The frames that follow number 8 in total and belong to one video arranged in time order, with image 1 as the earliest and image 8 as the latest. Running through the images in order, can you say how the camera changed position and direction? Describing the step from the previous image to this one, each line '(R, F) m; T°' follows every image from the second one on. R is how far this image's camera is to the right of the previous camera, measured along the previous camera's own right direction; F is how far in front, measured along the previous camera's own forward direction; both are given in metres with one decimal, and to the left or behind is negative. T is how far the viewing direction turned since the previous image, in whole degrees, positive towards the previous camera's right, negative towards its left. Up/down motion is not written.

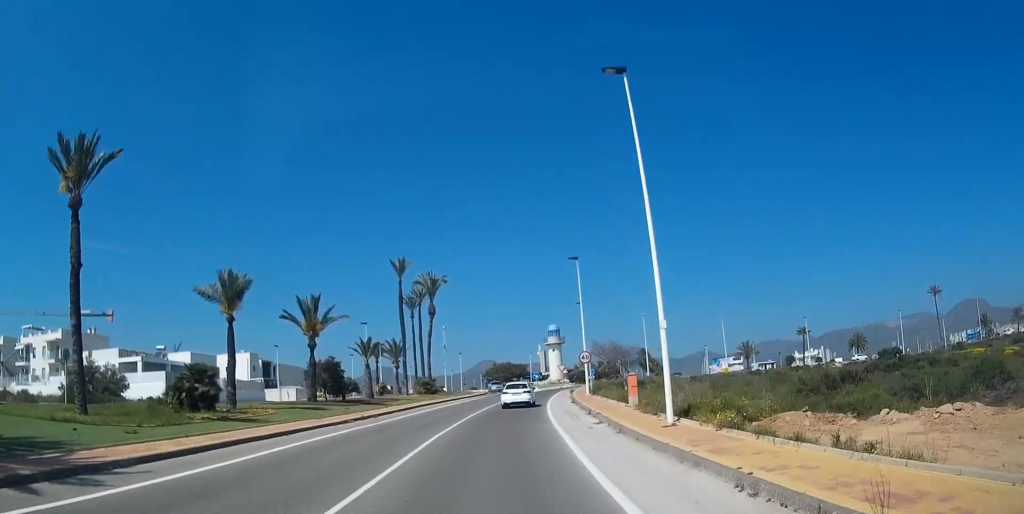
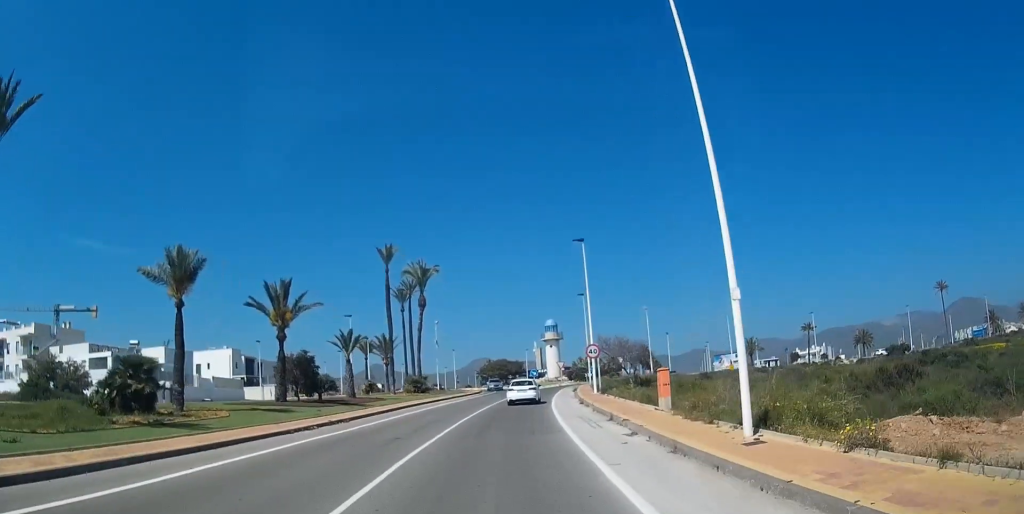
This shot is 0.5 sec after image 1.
(0.0, +5.1) m; 0°
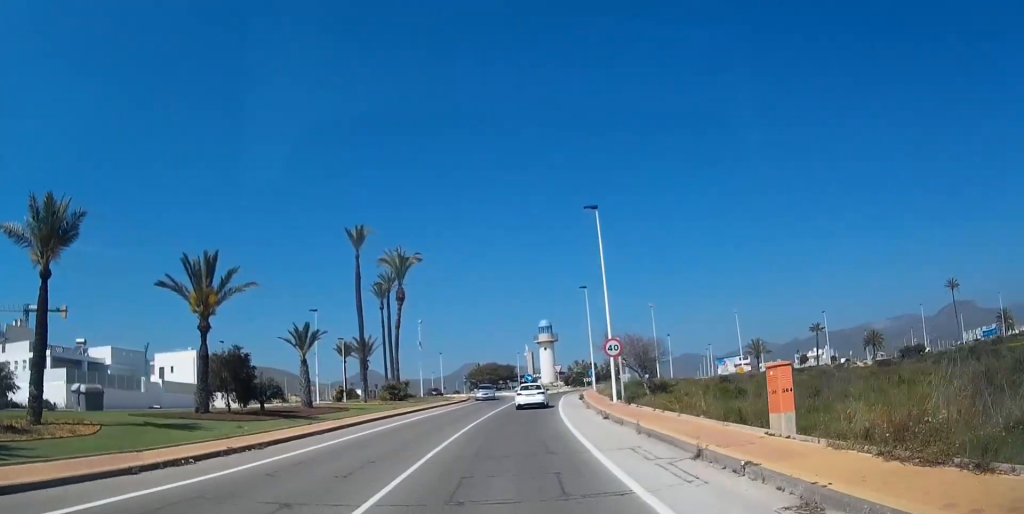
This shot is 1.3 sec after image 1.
(0.0, +8.7) m; +1°
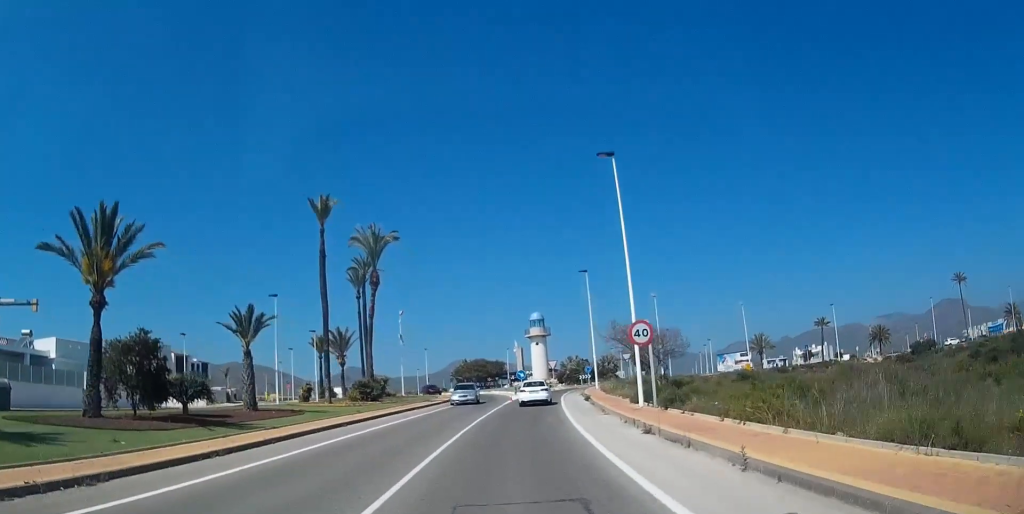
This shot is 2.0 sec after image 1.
(0.0, +7.1) m; +1°
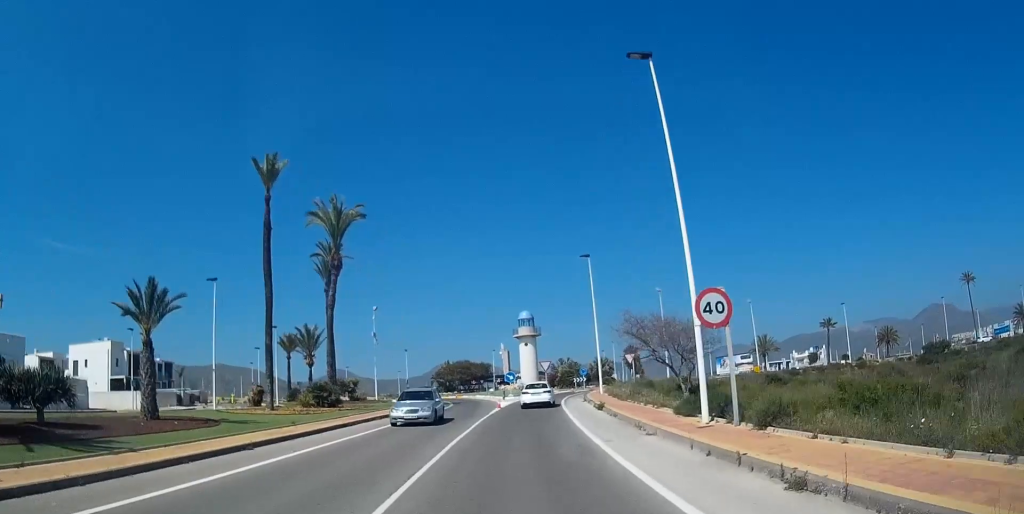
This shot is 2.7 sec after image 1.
(+0.2, +8.1) m; +2°
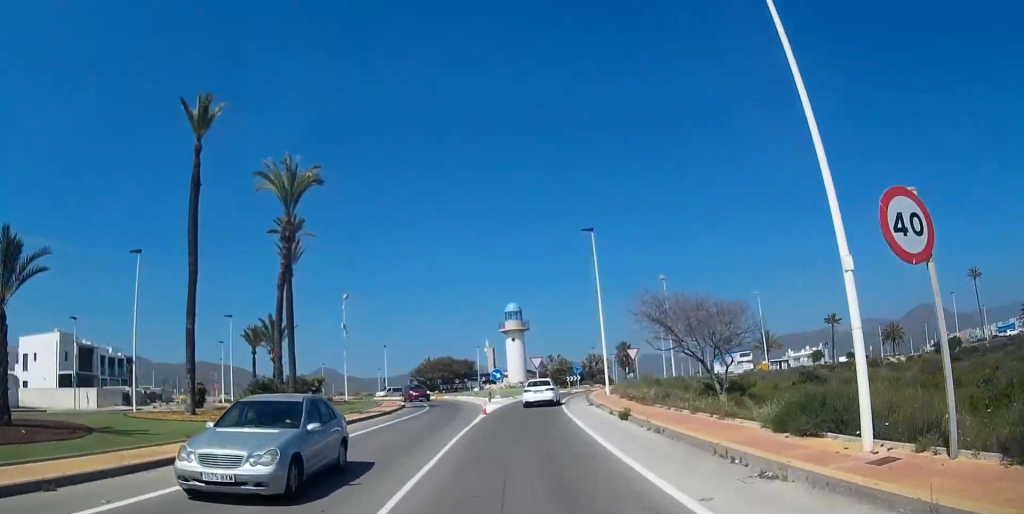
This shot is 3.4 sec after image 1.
(+0.2, +7.2) m; +2°
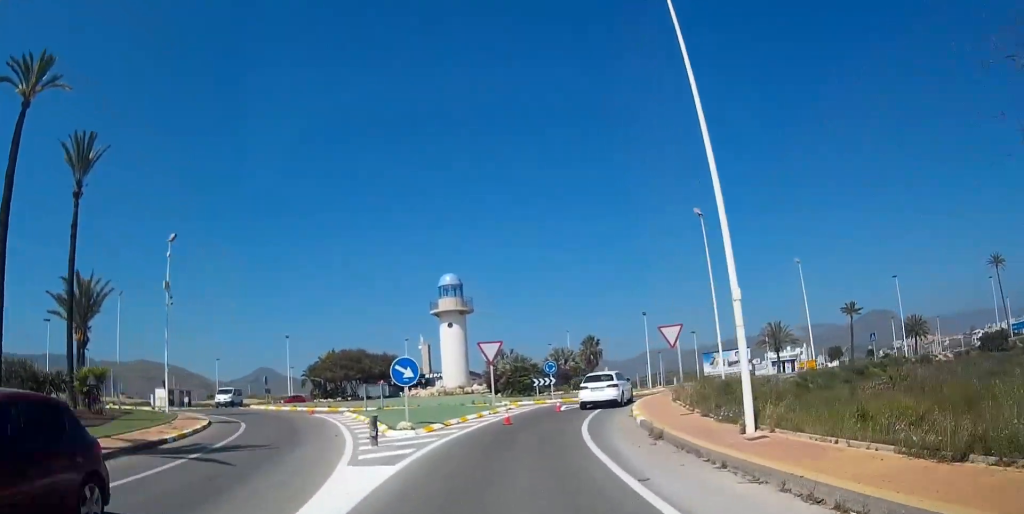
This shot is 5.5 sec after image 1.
(+1.5, +25.1) m; +7°
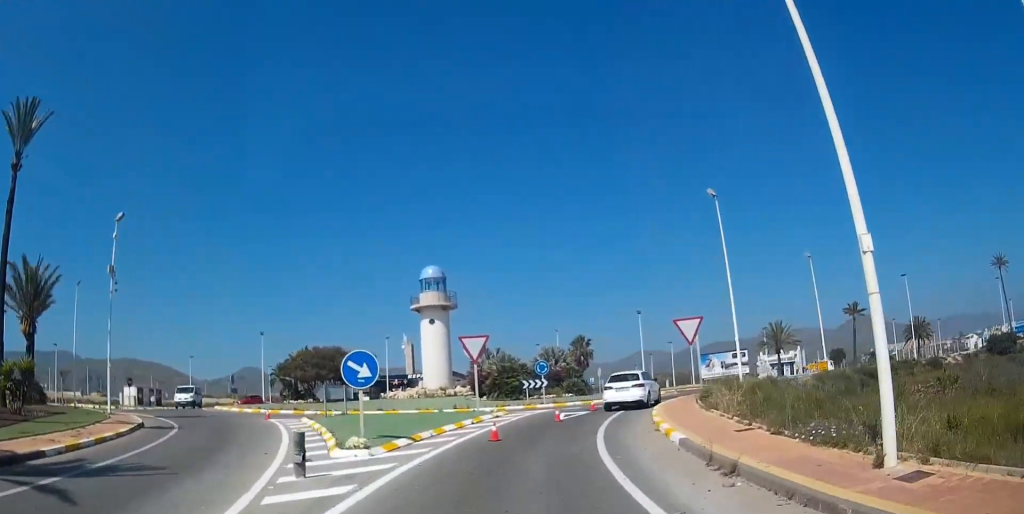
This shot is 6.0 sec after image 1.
(-0.1, +5.0) m; +2°
